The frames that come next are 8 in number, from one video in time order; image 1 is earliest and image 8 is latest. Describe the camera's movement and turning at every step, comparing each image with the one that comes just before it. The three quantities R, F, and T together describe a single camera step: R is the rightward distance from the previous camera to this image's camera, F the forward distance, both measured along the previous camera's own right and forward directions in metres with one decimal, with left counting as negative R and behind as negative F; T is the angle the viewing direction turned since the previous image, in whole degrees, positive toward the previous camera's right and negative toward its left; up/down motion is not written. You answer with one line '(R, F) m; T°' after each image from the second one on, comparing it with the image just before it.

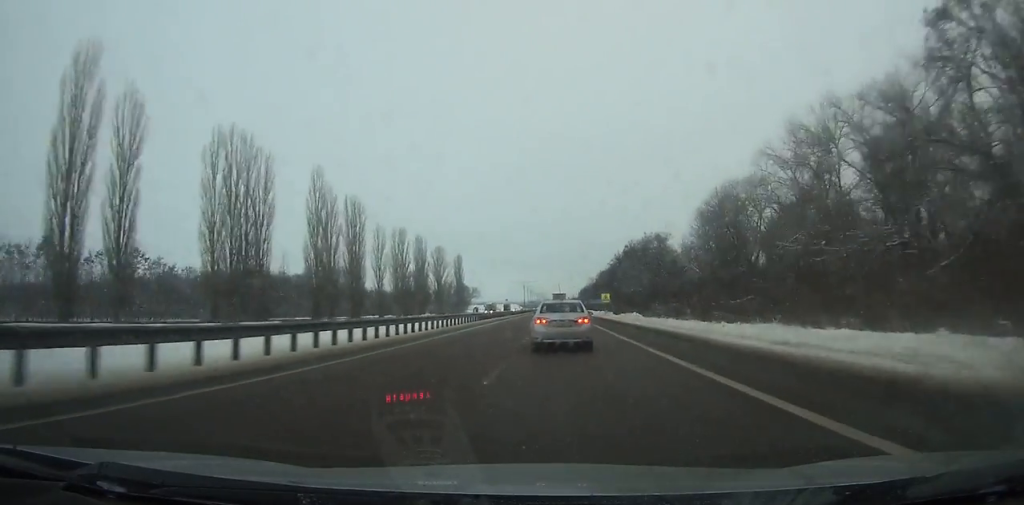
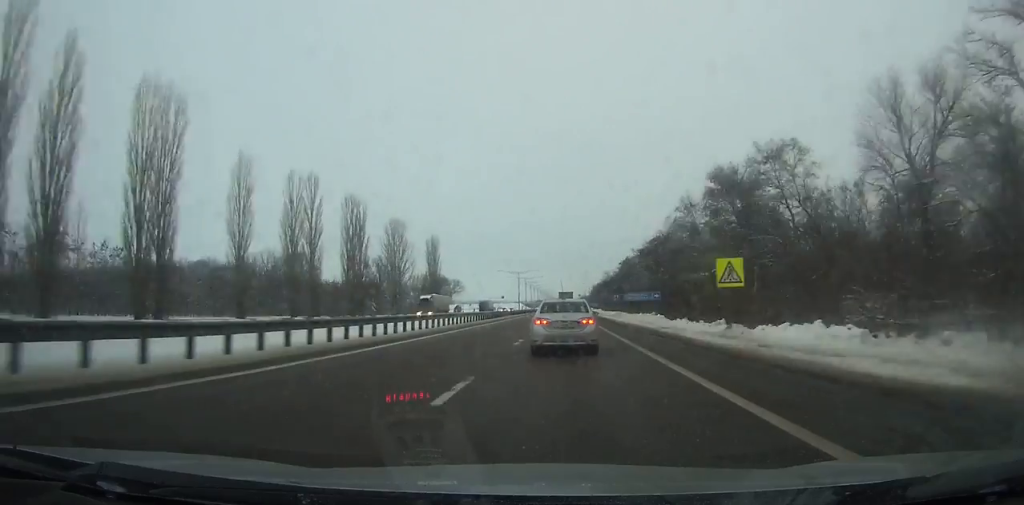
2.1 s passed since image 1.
(-0.2, +63.1) m; 0°
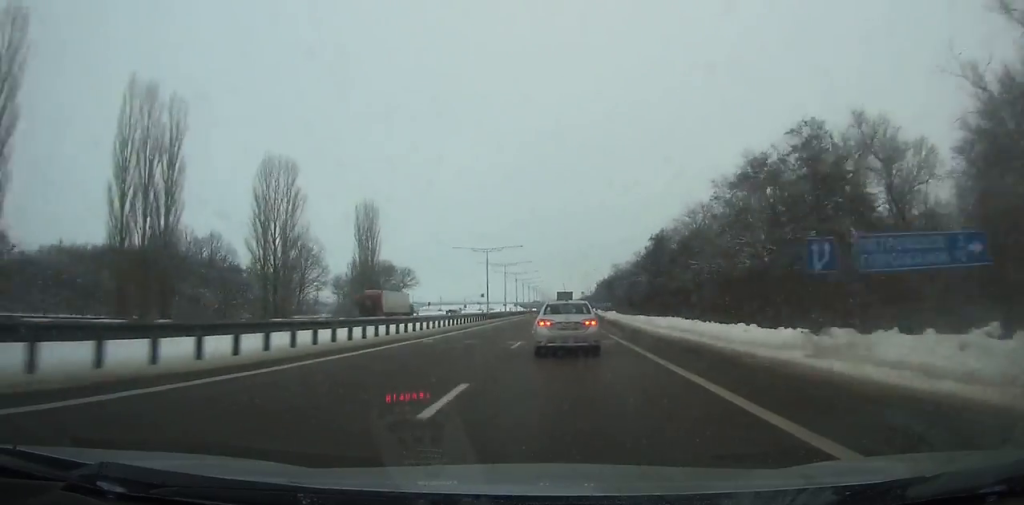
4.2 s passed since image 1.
(-0.1, +62.1) m; 0°
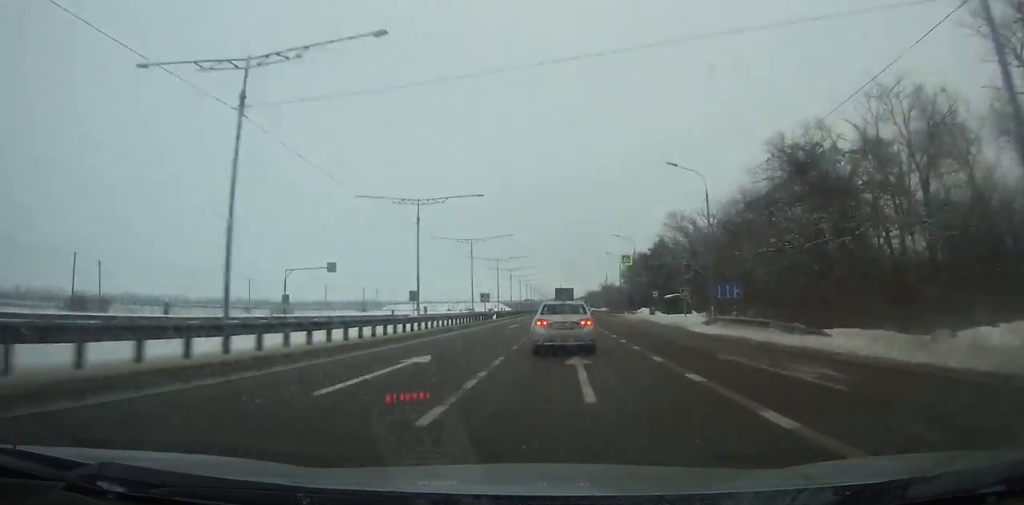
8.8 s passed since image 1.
(-0.4, +132.9) m; 0°
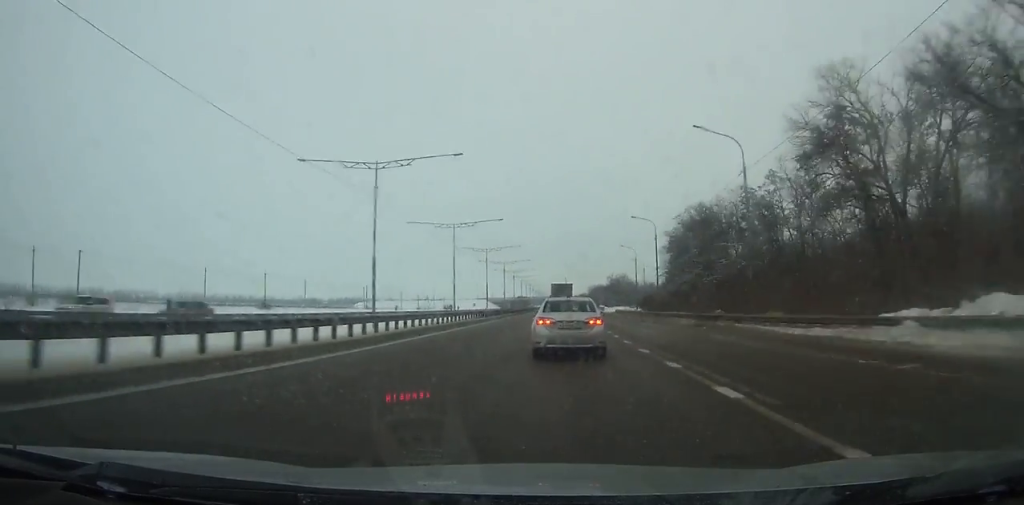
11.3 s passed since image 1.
(+0.1, +69.7) m; 0°
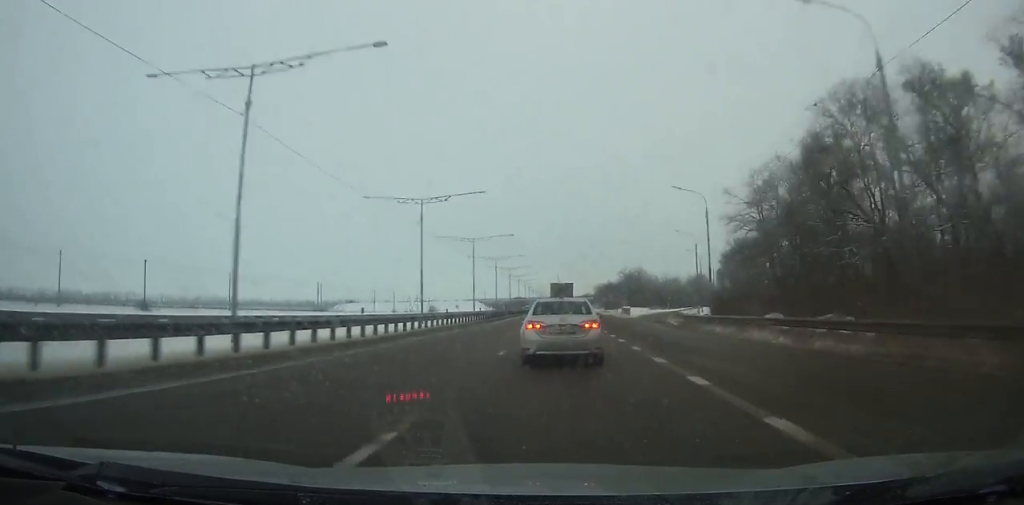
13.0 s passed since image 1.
(+0.1, +46.3) m; 0°
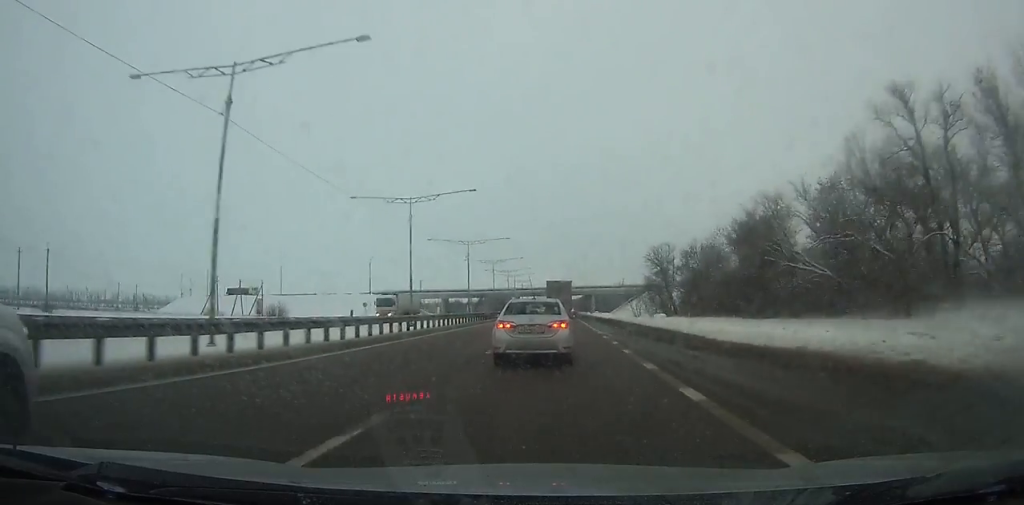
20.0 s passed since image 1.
(-0.3, +177.2) m; 0°
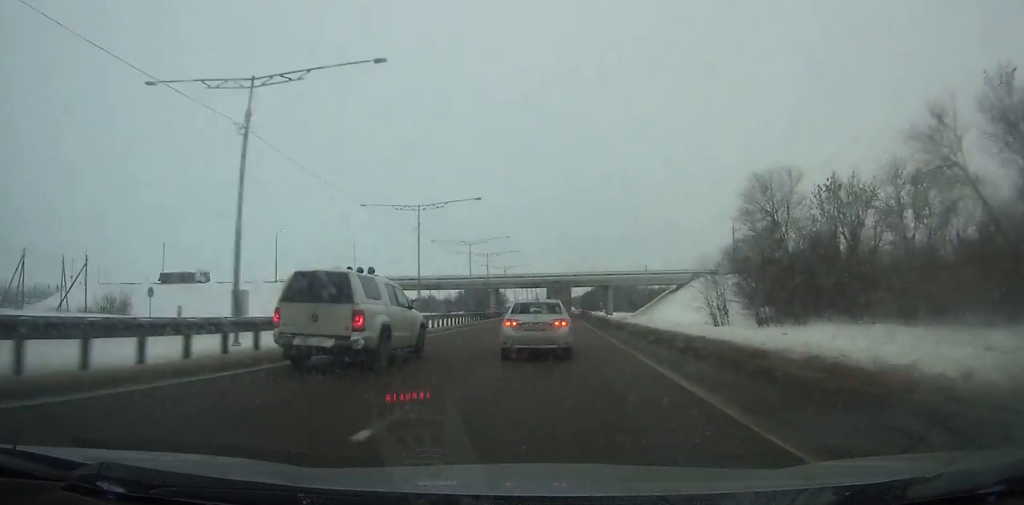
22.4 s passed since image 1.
(0.0, +57.9) m; 0°
